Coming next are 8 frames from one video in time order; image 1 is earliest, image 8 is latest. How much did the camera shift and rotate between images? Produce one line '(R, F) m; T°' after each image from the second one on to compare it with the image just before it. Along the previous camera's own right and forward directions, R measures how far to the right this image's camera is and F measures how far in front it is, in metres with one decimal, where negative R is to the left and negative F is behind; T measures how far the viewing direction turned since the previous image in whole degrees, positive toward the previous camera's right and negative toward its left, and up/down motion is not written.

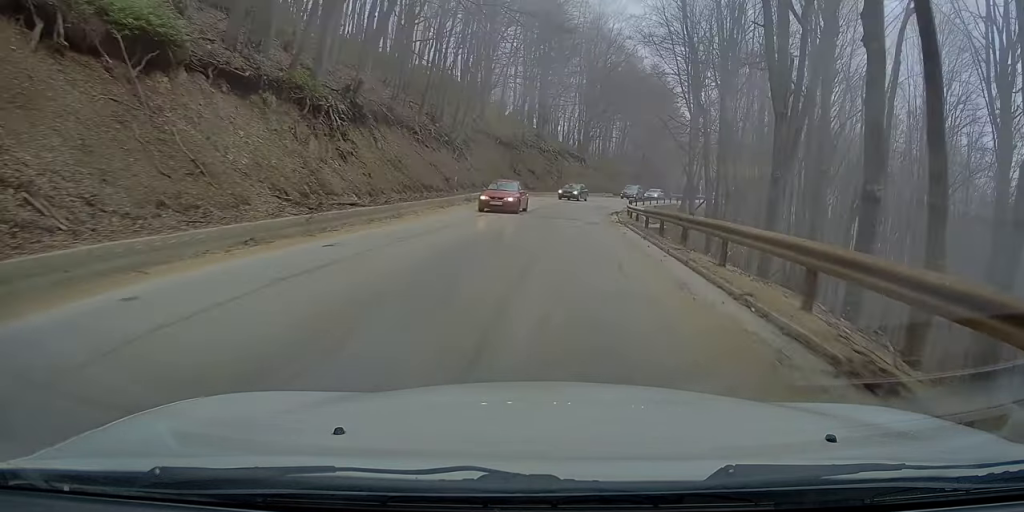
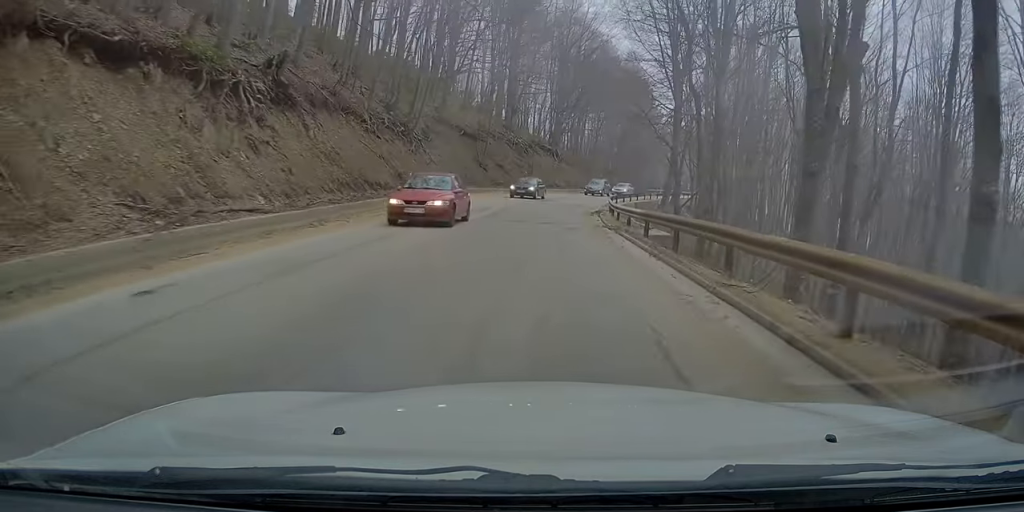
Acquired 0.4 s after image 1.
(+0.5, +5.0) m; +4°
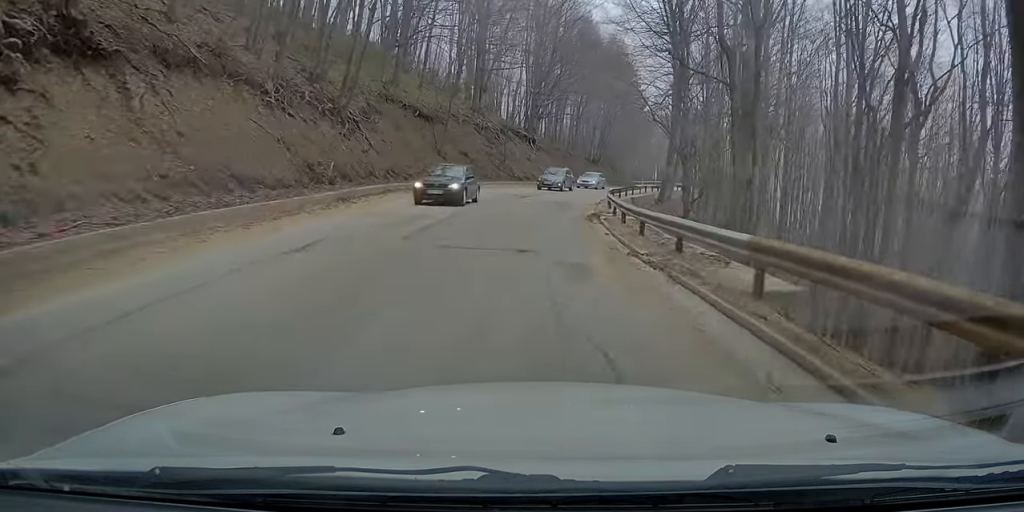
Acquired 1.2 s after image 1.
(+0.6, +9.2) m; +6°
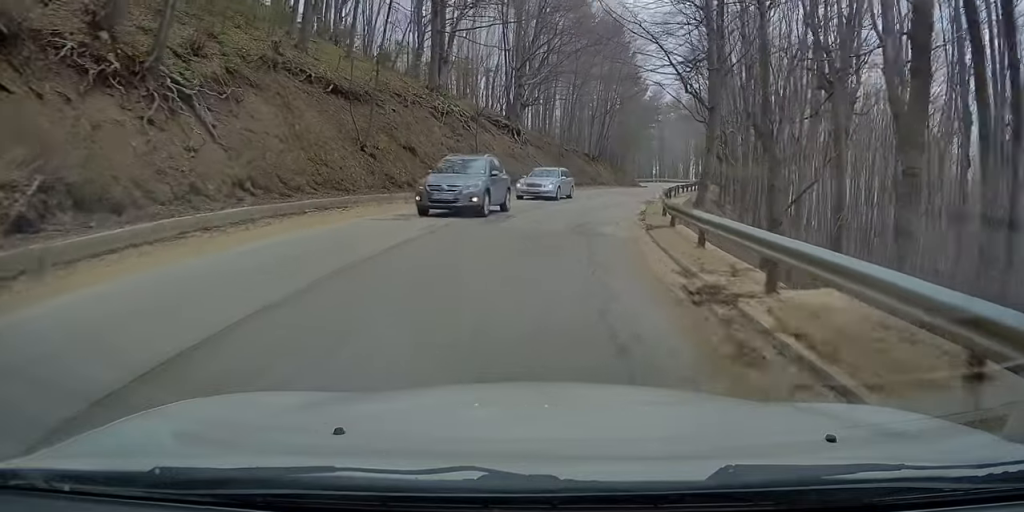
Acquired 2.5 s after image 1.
(+0.7, +14.2) m; +6°
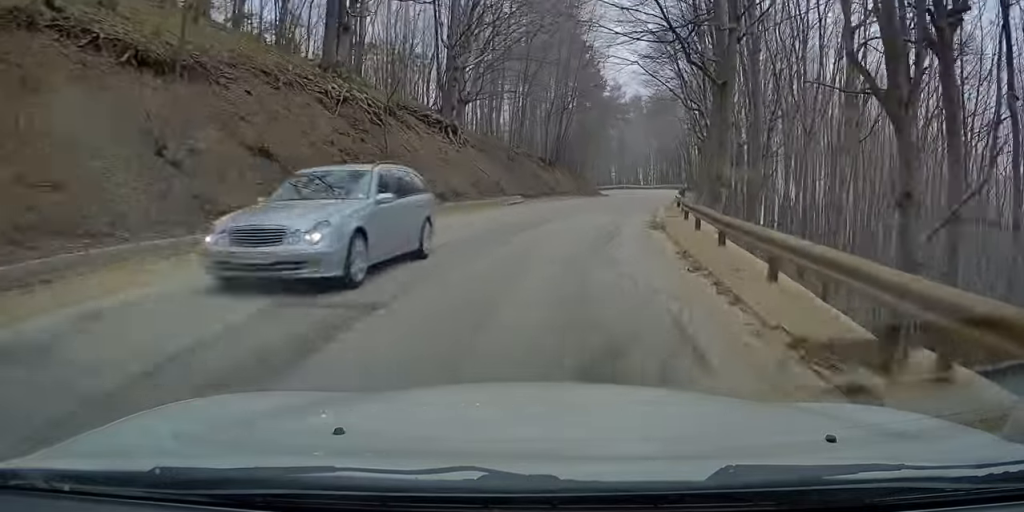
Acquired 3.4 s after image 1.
(+0.4, +10.0) m; +3°
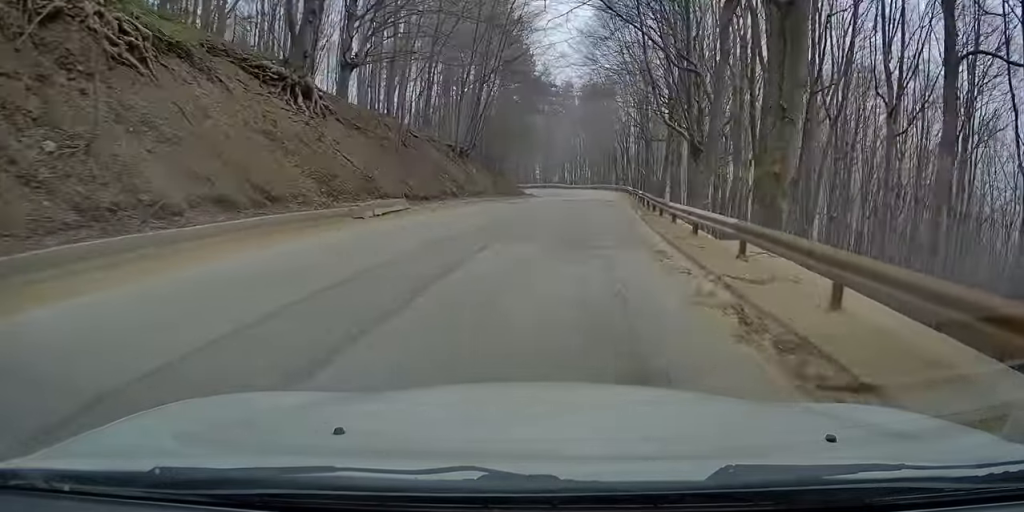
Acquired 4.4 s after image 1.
(+0.1, +11.9) m; 0°
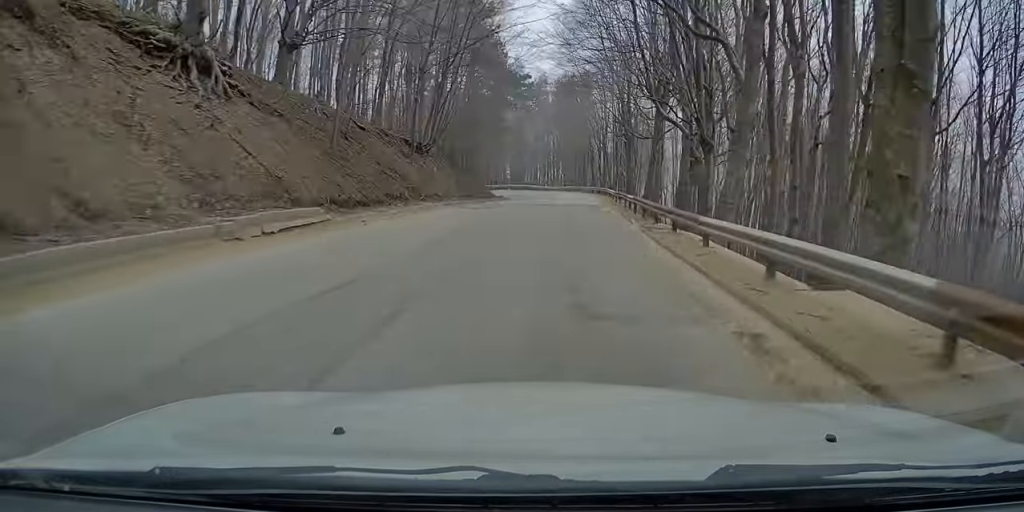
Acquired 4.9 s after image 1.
(-0.5, +5.4) m; 0°
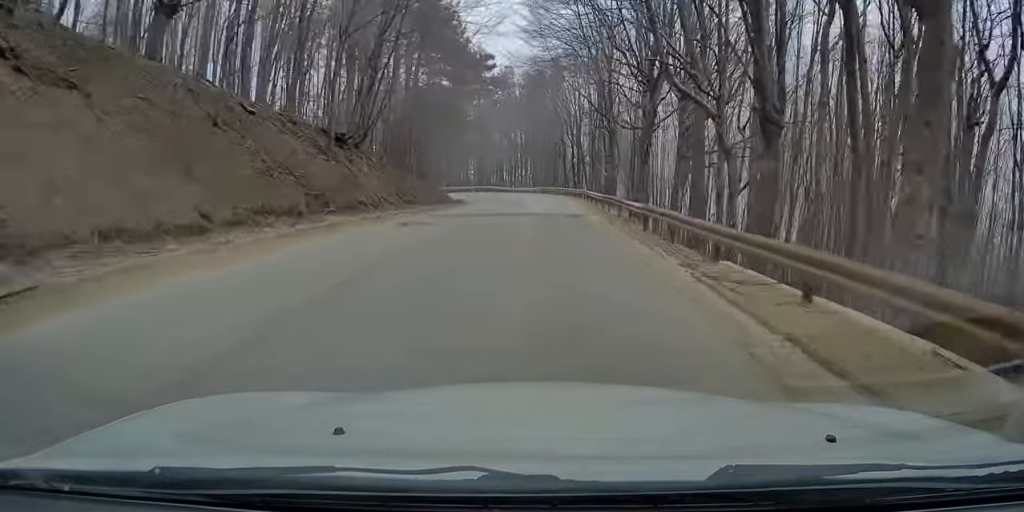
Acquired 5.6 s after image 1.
(+0.6, +8.8) m; +2°
